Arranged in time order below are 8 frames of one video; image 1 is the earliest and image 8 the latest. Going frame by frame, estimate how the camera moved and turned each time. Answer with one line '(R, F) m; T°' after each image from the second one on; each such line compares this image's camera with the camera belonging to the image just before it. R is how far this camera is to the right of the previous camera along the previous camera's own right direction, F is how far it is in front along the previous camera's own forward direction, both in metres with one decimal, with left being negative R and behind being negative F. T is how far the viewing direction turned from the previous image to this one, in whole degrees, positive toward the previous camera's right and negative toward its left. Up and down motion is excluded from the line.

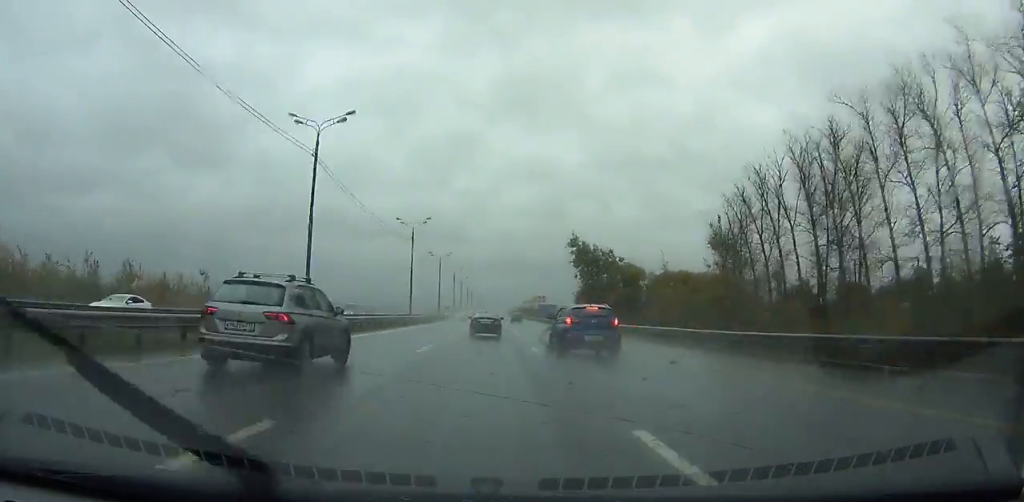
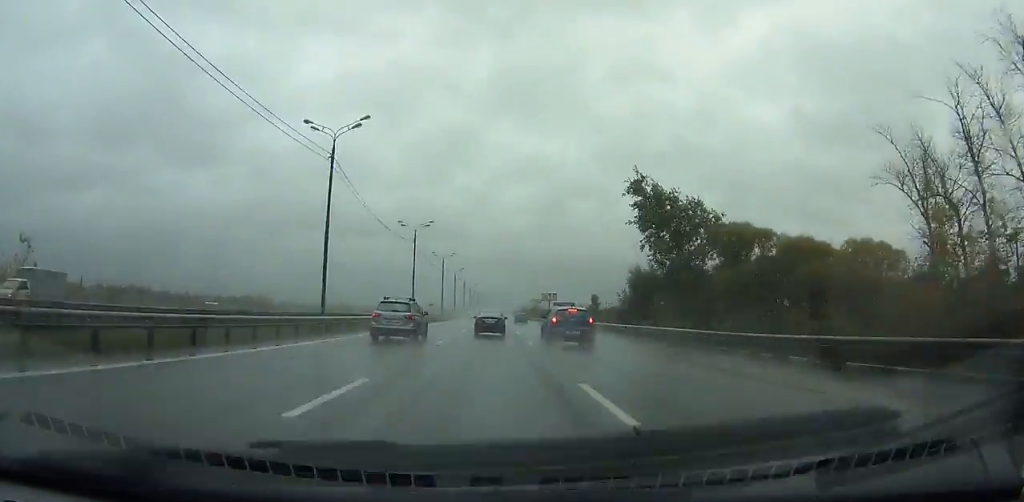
(0.0, +46.4) m; 0°
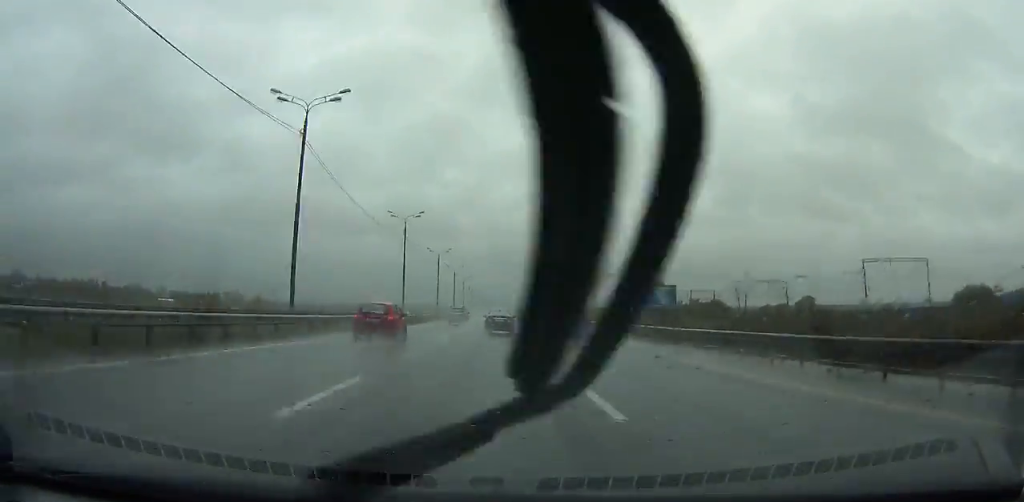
(+0.3, +99.0) m; 0°
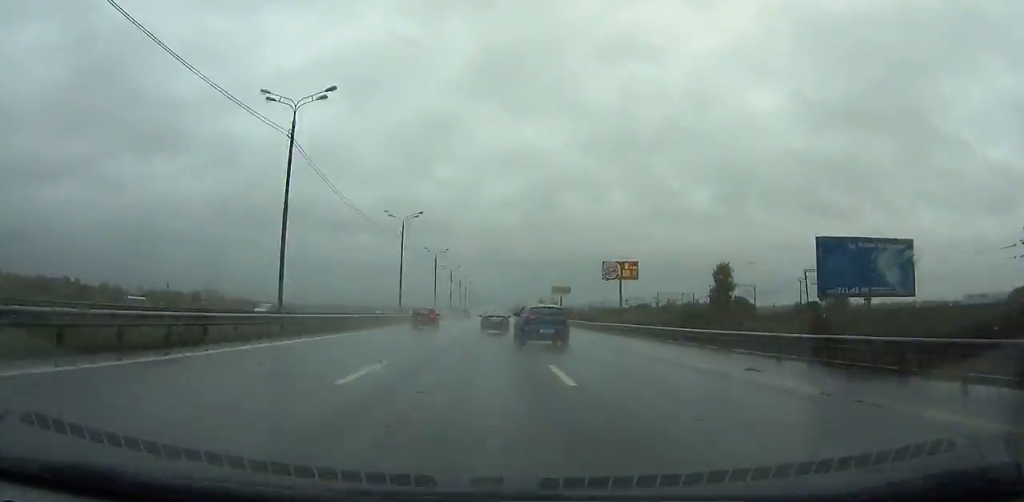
(-0.1, +43.5) m; 0°
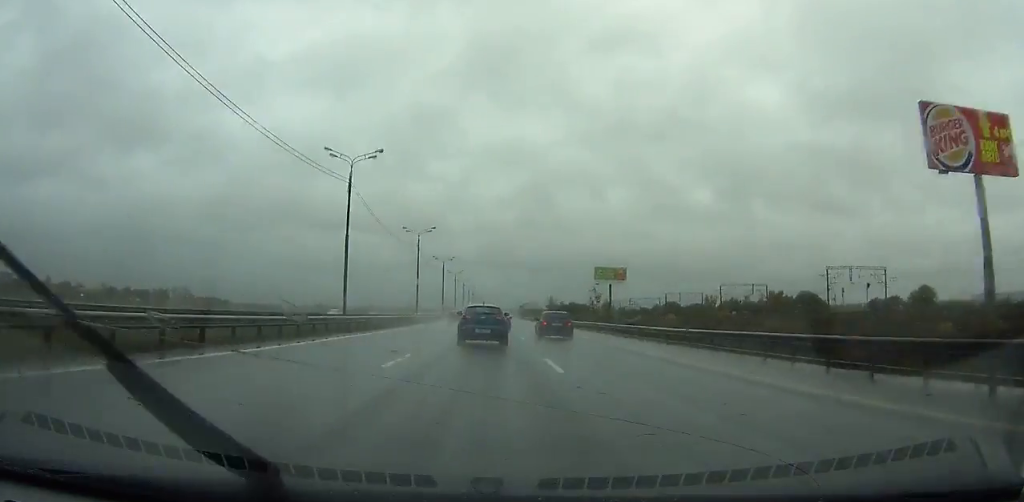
(+0.2, +78.0) m; 0°
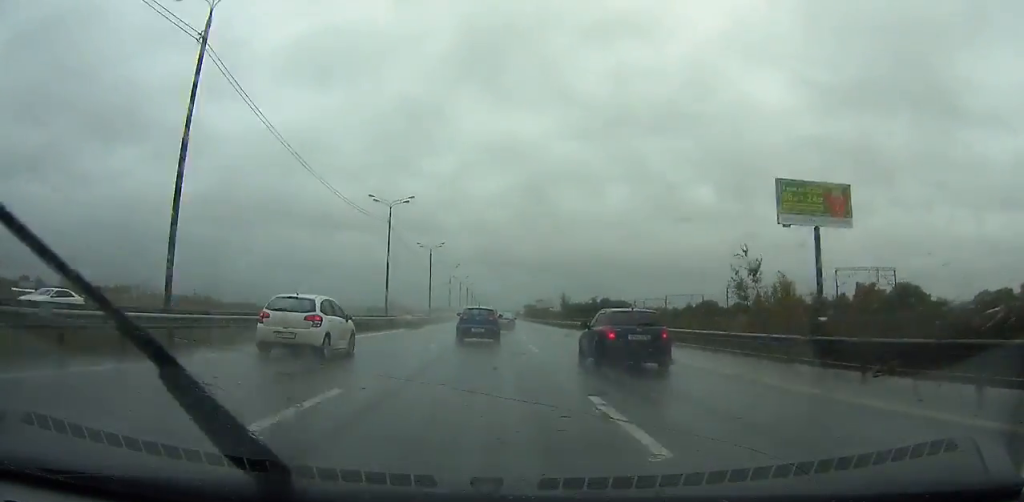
(0.0, +72.0) m; 0°
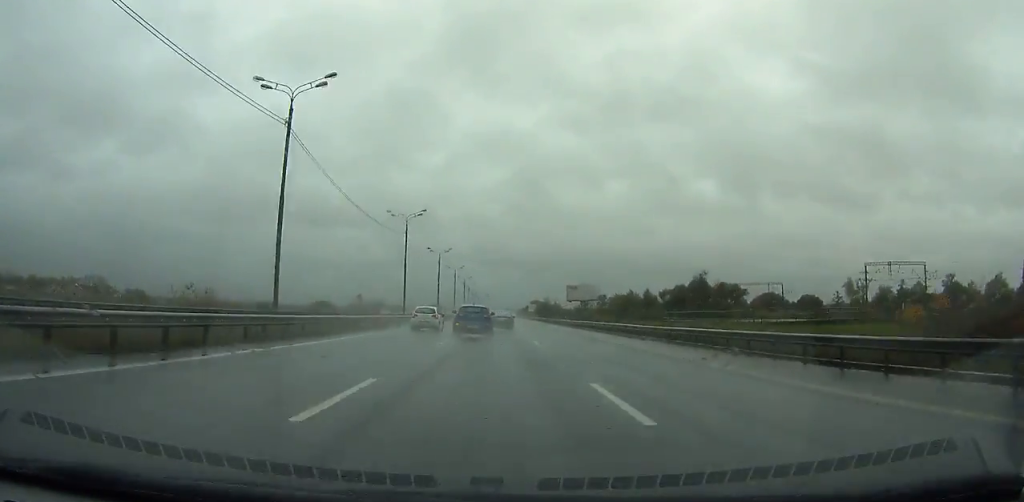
(-0.2, +77.5) m; 0°
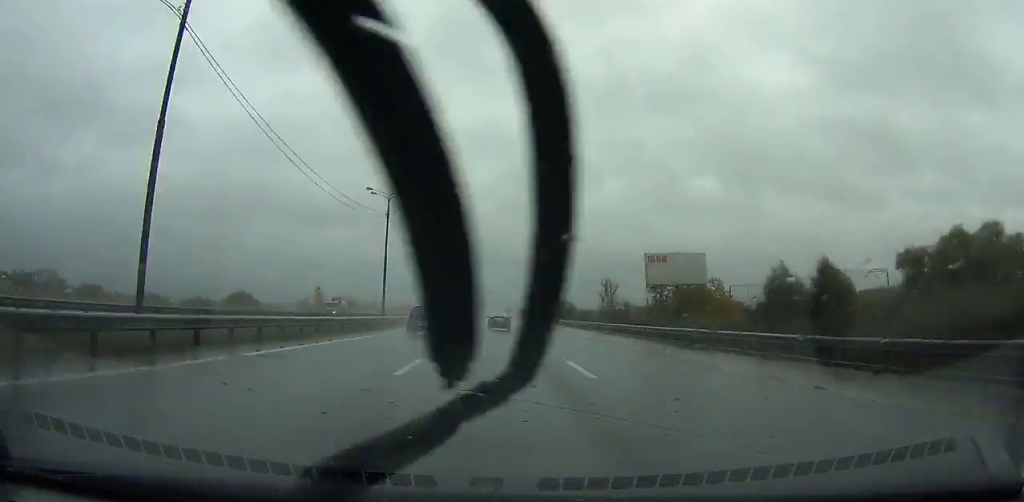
(+0.1, +58.7) m; 0°
